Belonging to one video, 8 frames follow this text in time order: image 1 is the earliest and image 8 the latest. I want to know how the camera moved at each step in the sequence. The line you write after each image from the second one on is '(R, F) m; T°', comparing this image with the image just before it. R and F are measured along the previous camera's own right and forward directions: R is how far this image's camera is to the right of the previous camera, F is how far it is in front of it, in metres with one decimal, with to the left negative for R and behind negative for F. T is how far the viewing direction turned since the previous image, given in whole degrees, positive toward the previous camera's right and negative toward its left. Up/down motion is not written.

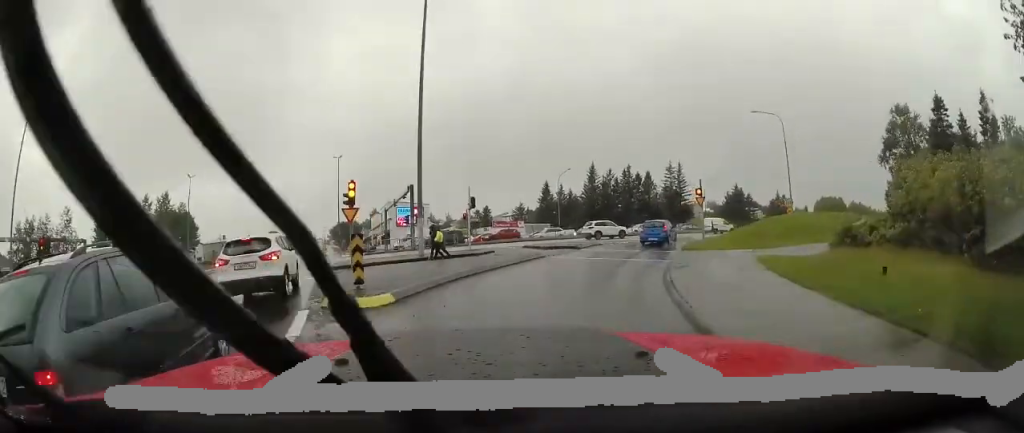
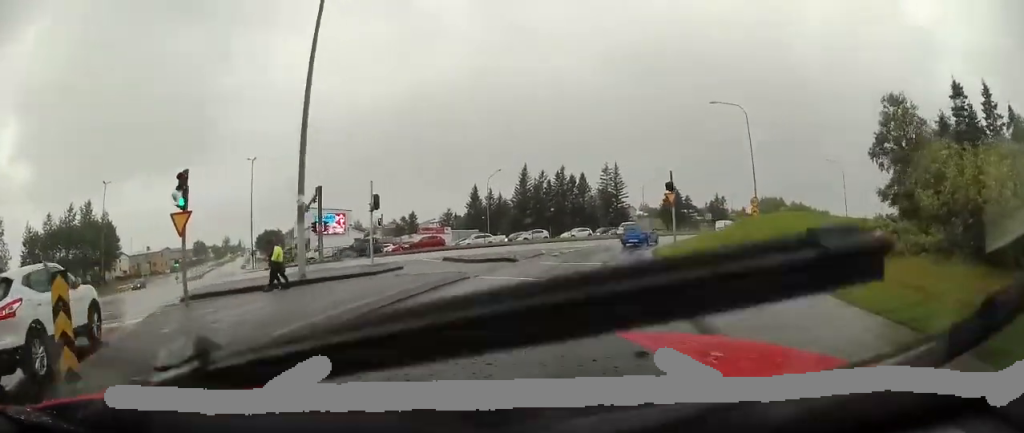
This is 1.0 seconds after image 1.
(+0.7, +5.7) m; +15°
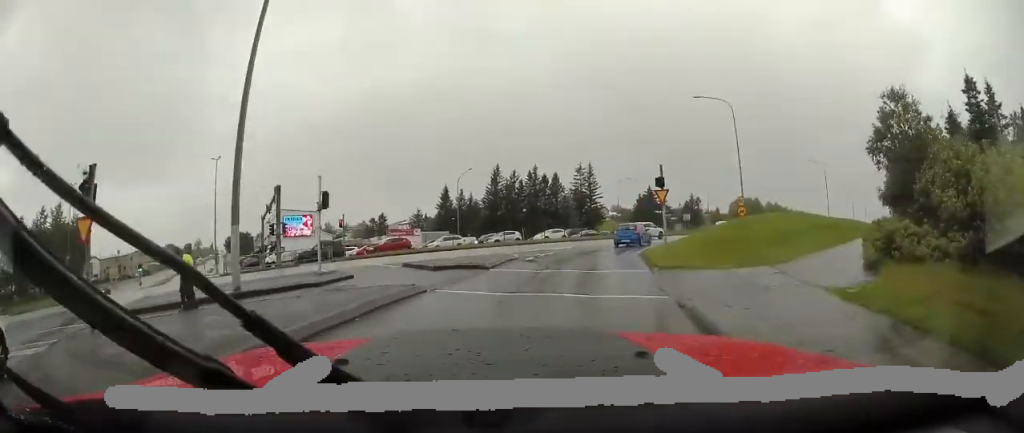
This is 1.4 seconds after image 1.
(+0.1, +2.3) m; +5°
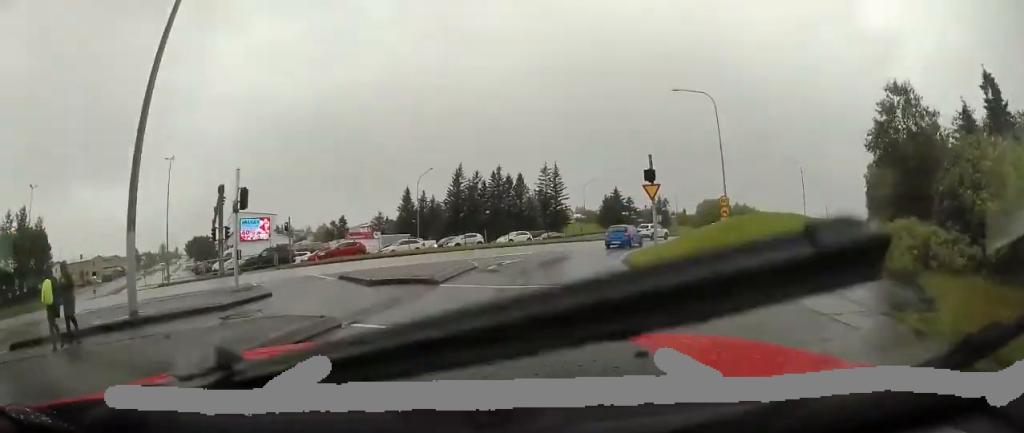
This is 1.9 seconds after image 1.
(+0.3, +3.2) m; +4°
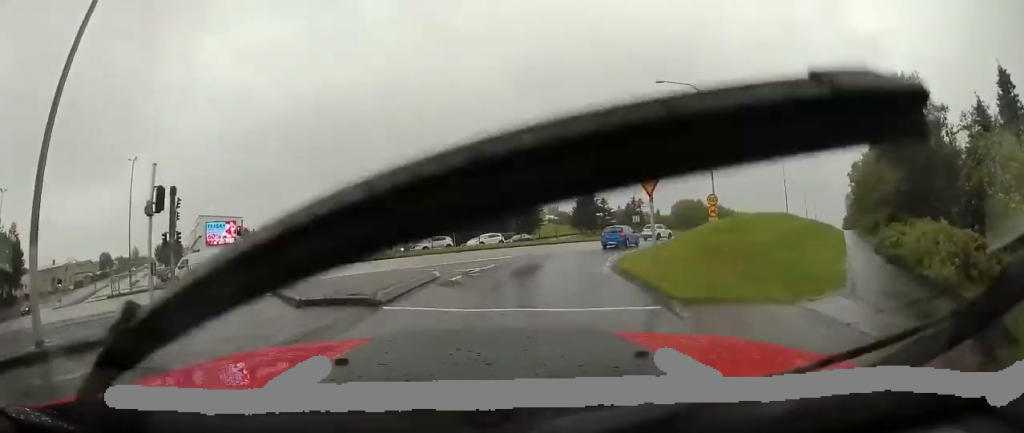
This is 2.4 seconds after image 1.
(+0.1, +2.7) m; +2°
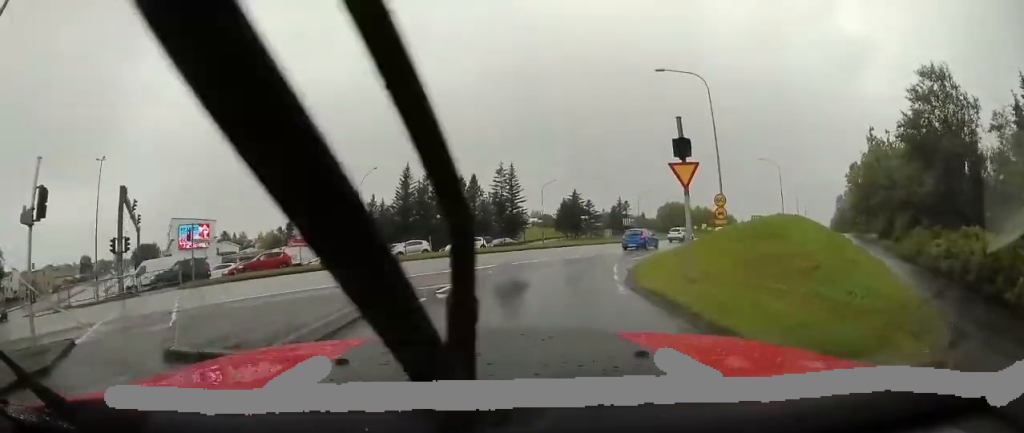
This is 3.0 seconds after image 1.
(0.0, +3.8) m; 0°
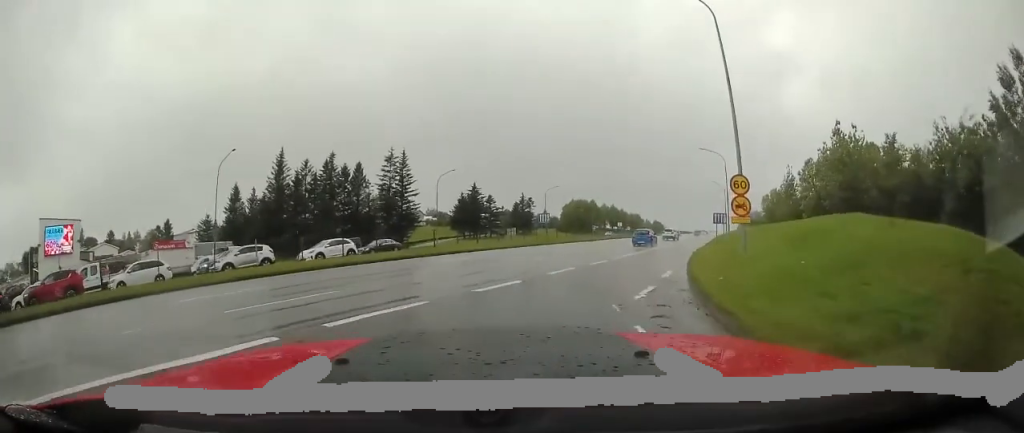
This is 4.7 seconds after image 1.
(+0.2, +12.3) m; +7°
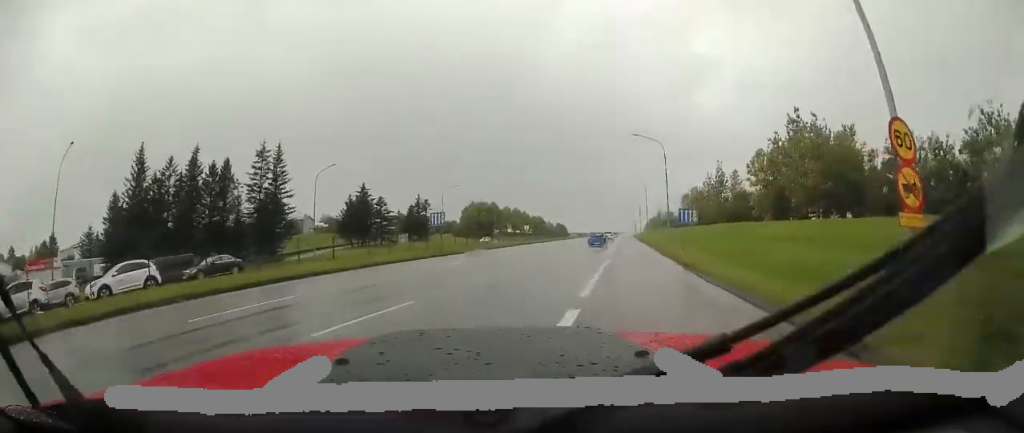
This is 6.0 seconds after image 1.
(+1.2, +10.2) m; +16°
